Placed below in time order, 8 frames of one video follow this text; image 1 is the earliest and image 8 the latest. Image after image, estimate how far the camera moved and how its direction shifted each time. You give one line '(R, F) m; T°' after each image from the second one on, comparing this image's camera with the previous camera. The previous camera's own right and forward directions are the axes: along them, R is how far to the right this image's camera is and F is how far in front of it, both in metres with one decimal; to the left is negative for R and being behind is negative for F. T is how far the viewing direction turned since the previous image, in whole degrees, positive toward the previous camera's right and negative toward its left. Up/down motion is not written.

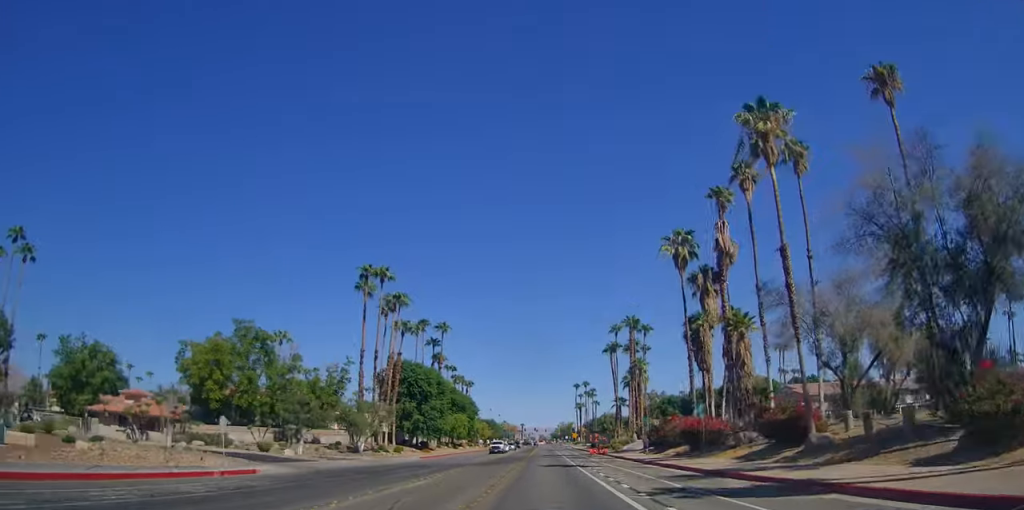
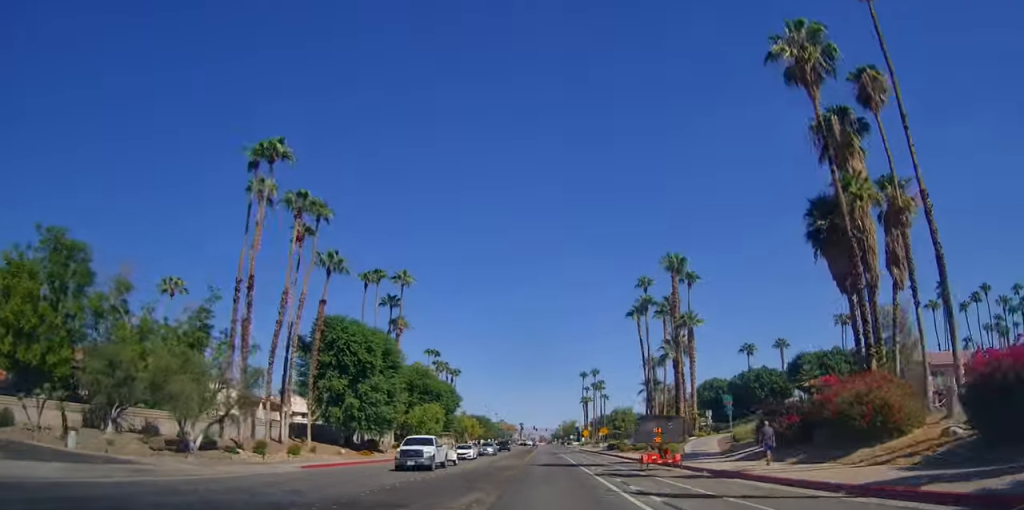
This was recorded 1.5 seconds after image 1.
(0.0, +30.0) m; 0°
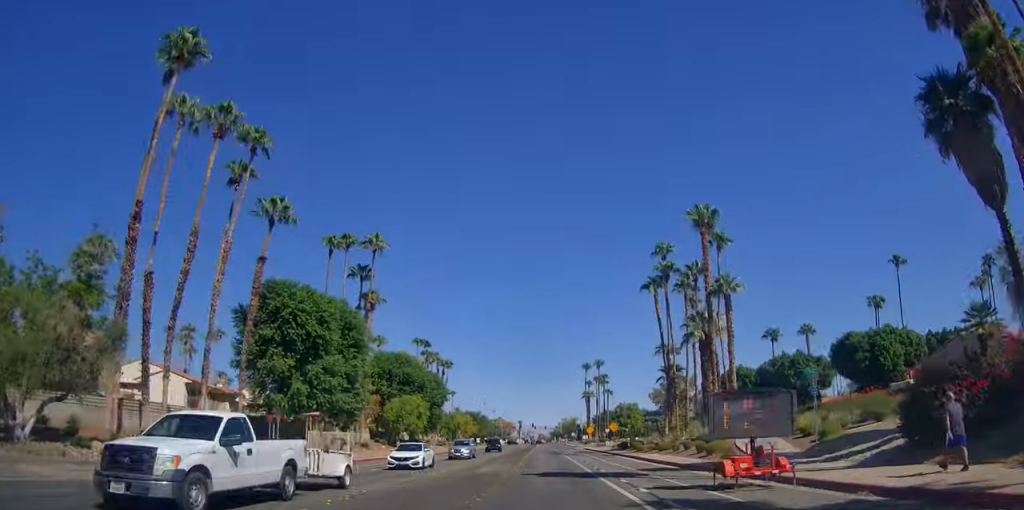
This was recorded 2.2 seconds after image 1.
(0.0, +12.3) m; 0°
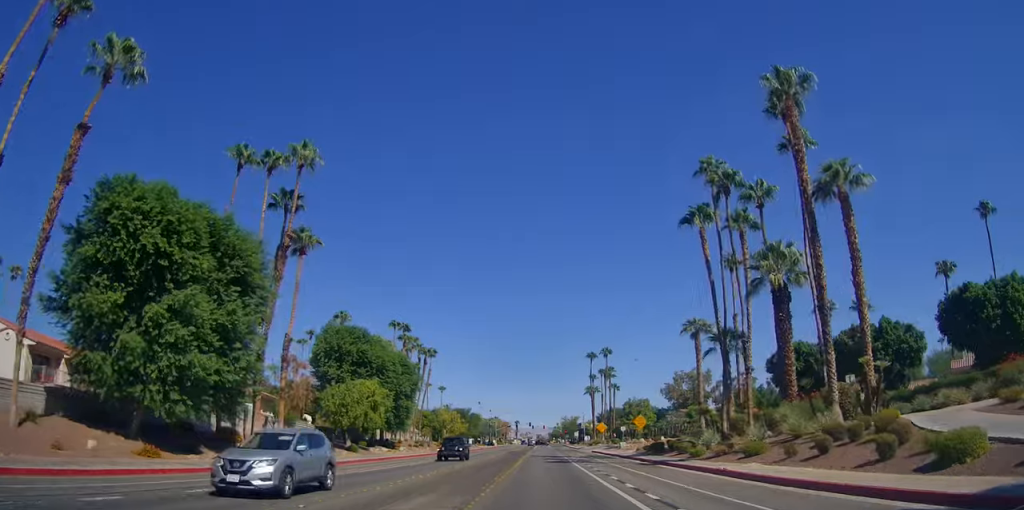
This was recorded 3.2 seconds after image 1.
(0.0, +20.1) m; 0°
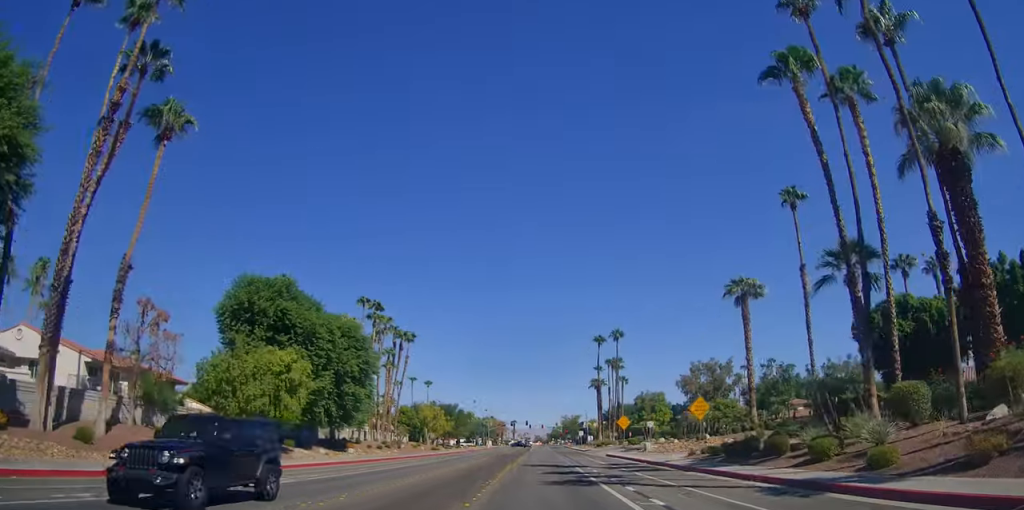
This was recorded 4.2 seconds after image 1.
(0.0, +19.9) m; 0°
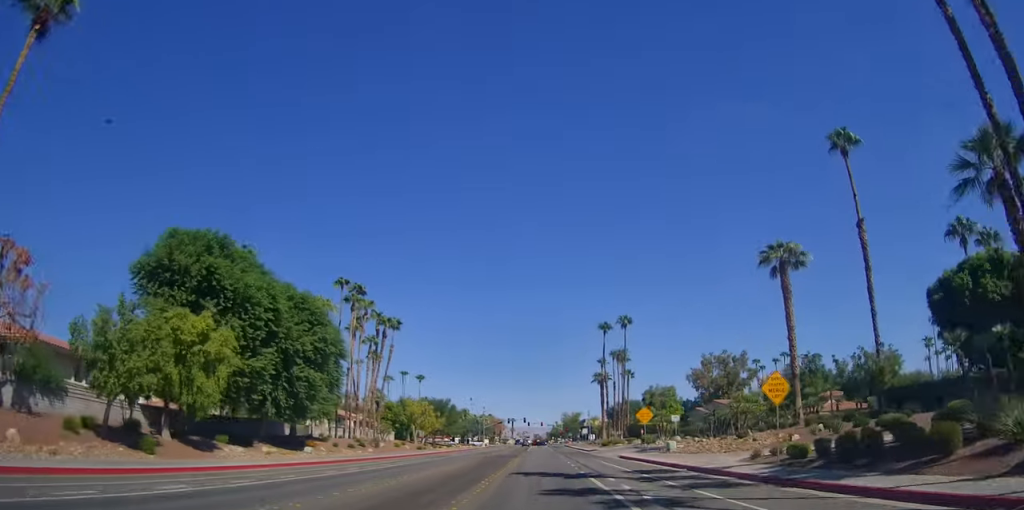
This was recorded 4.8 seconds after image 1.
(0.0, +10.9) m; 0°
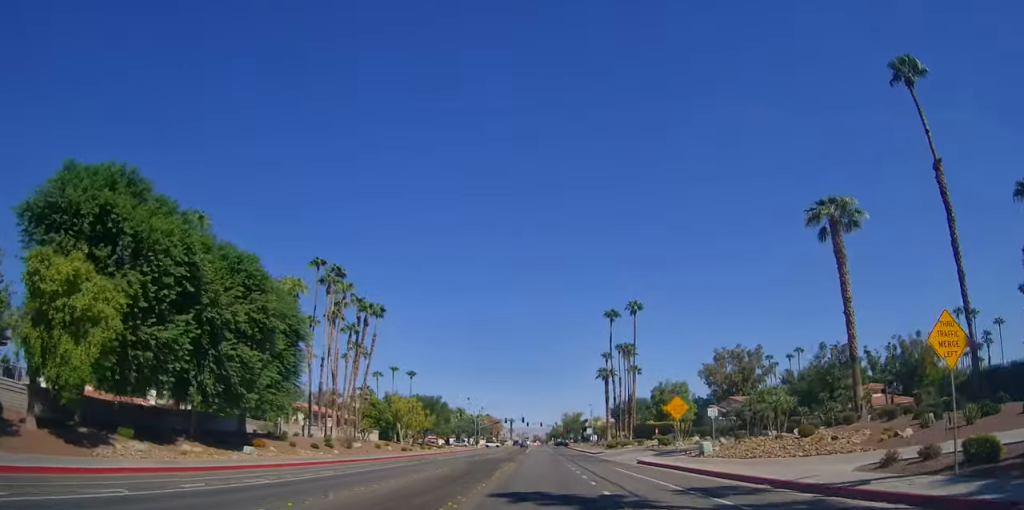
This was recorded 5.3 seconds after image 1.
(0.0, +10.1) m; 0°
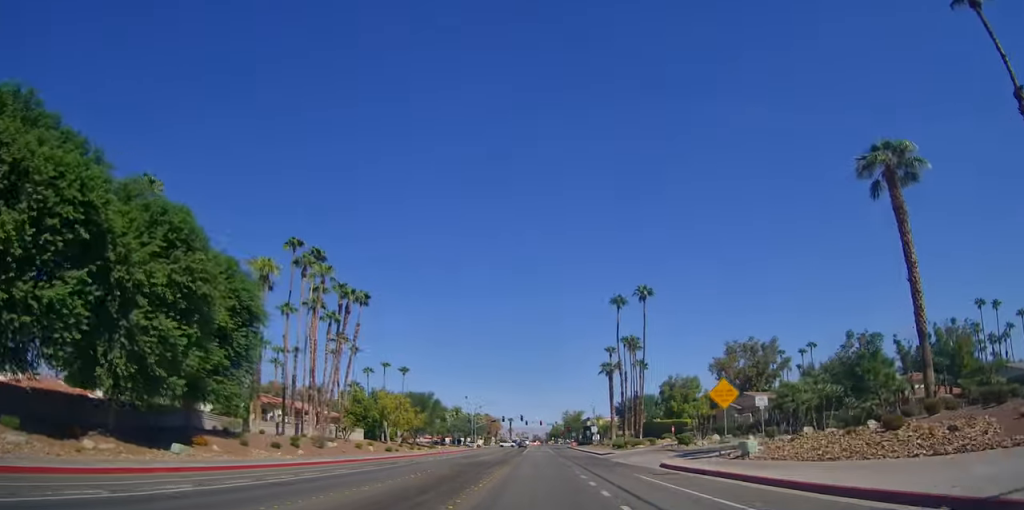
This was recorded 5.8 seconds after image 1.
(0.0, +7.9) m; 0°
